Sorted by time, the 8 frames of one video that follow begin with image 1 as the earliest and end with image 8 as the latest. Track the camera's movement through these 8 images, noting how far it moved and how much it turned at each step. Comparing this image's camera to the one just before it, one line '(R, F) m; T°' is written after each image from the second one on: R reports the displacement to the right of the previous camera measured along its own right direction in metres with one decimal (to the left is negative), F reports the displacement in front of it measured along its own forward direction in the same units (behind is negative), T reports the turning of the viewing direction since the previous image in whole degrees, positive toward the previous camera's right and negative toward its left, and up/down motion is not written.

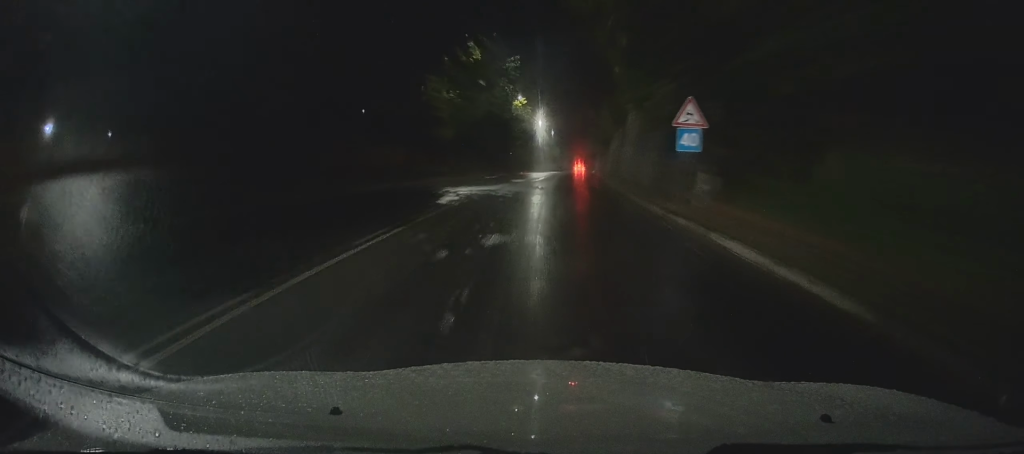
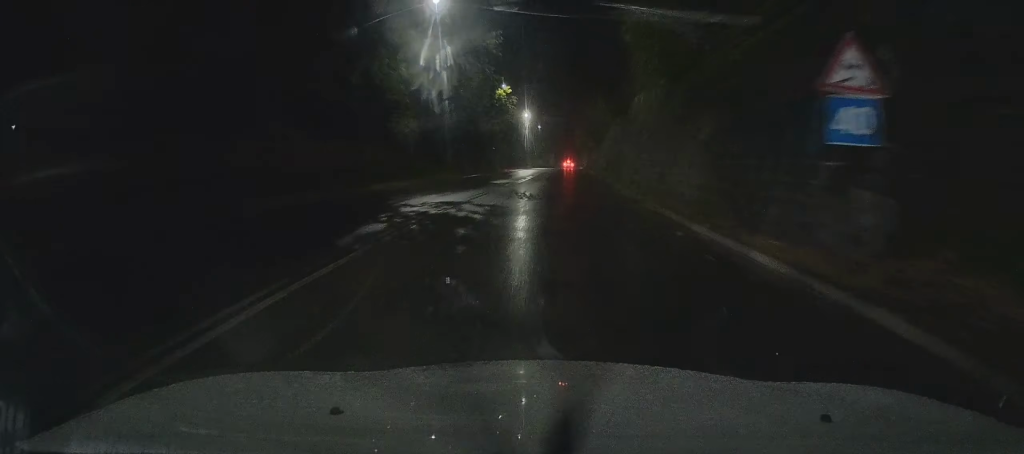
(+0.1, +8.6) m; +1°
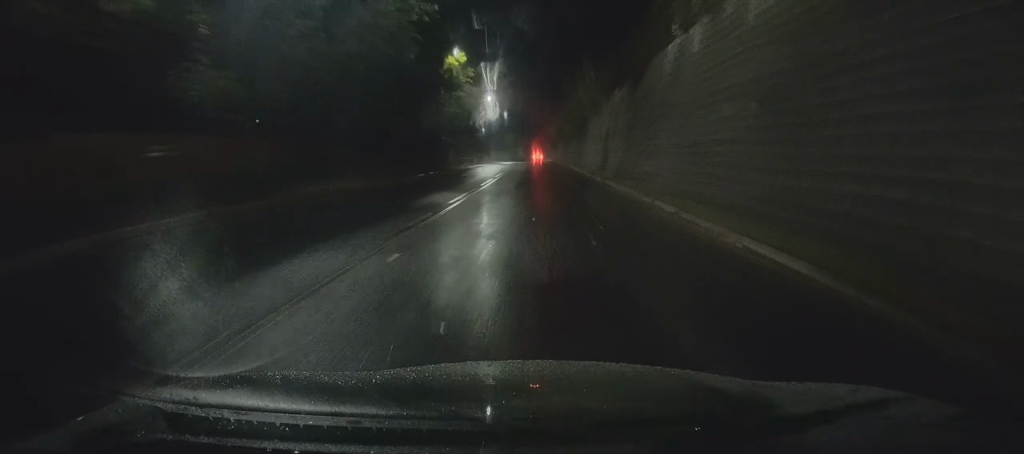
(+0.5, +19.0) m; +2°
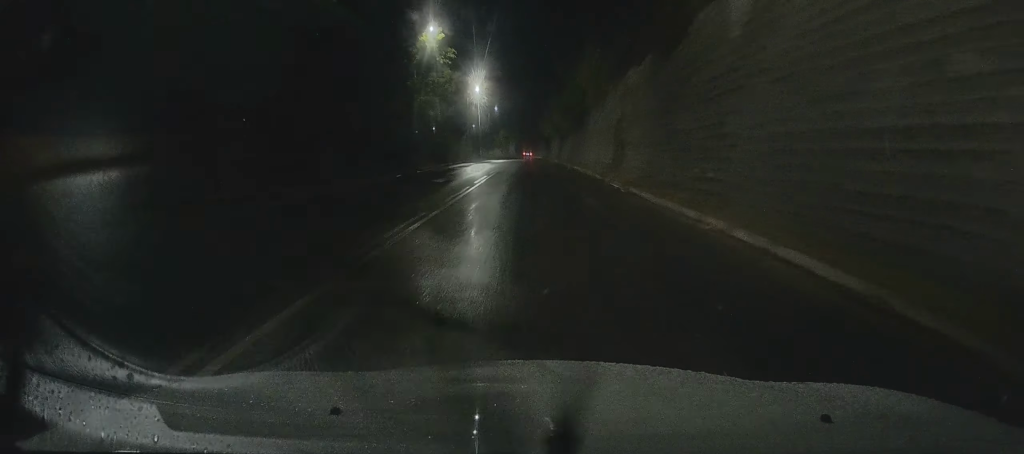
(+0.1, +9.3) m; +1°
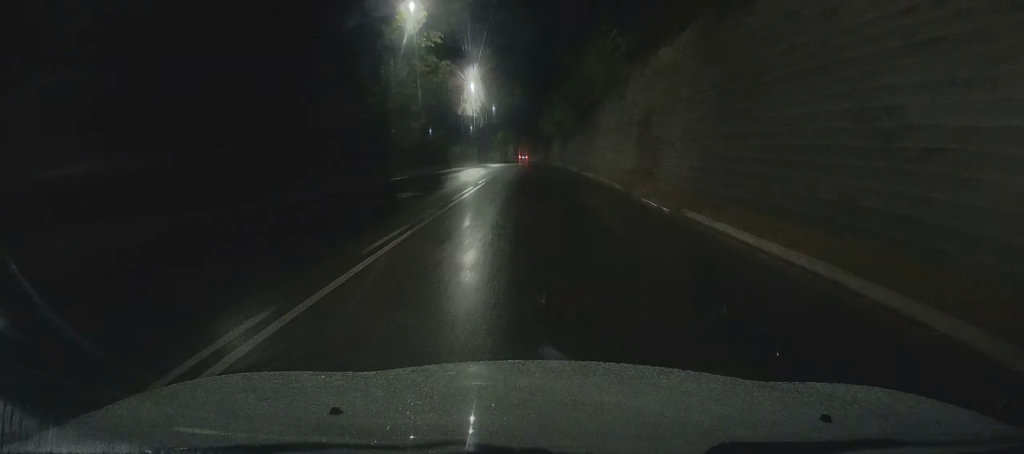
(0.0, +7.6) m; +1°
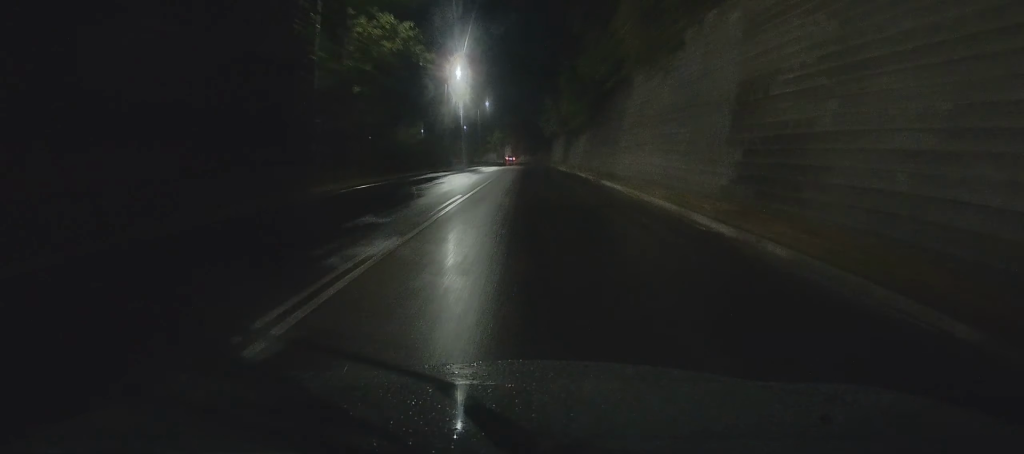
(+0.2, +12.8) m; +1°
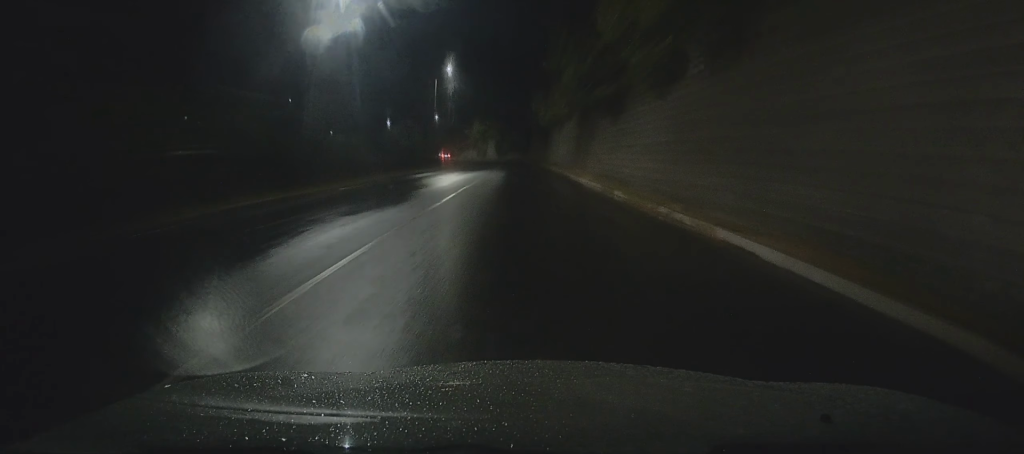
(+0.4, +35.8) m; +1°
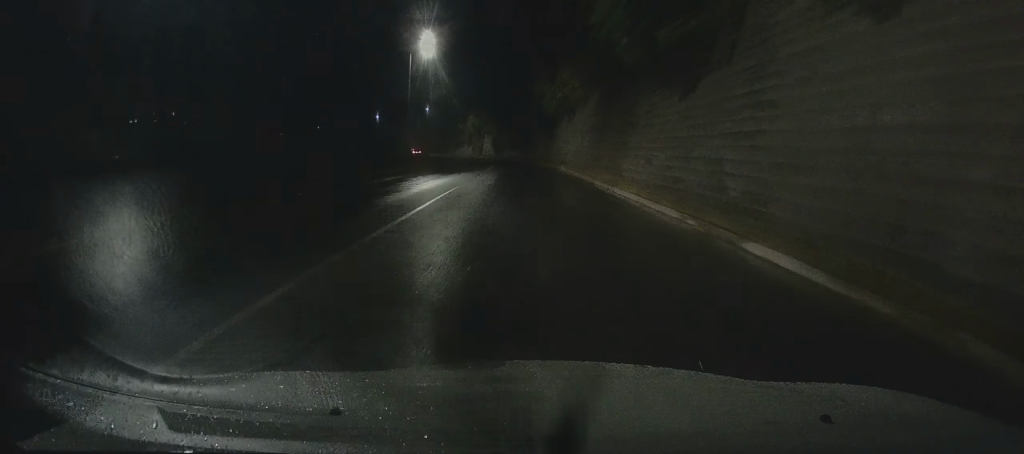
(+0.1, +13.7) m; 0°
